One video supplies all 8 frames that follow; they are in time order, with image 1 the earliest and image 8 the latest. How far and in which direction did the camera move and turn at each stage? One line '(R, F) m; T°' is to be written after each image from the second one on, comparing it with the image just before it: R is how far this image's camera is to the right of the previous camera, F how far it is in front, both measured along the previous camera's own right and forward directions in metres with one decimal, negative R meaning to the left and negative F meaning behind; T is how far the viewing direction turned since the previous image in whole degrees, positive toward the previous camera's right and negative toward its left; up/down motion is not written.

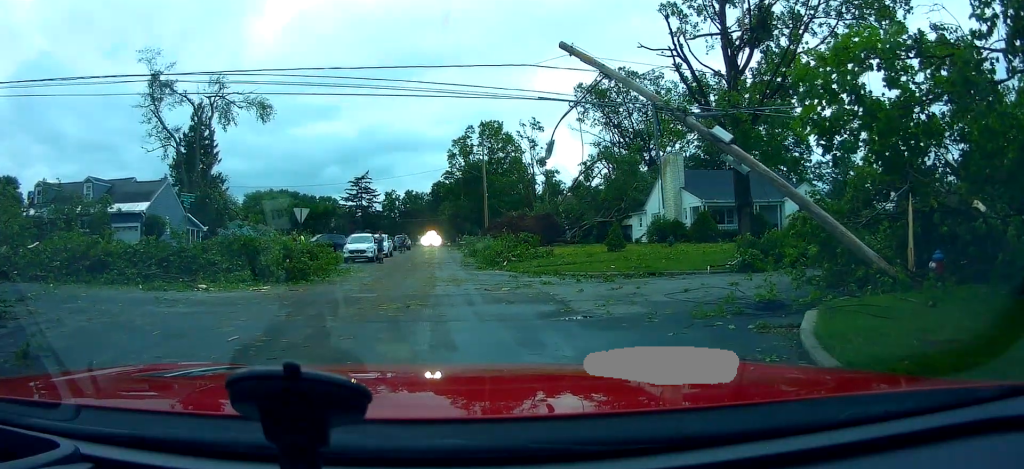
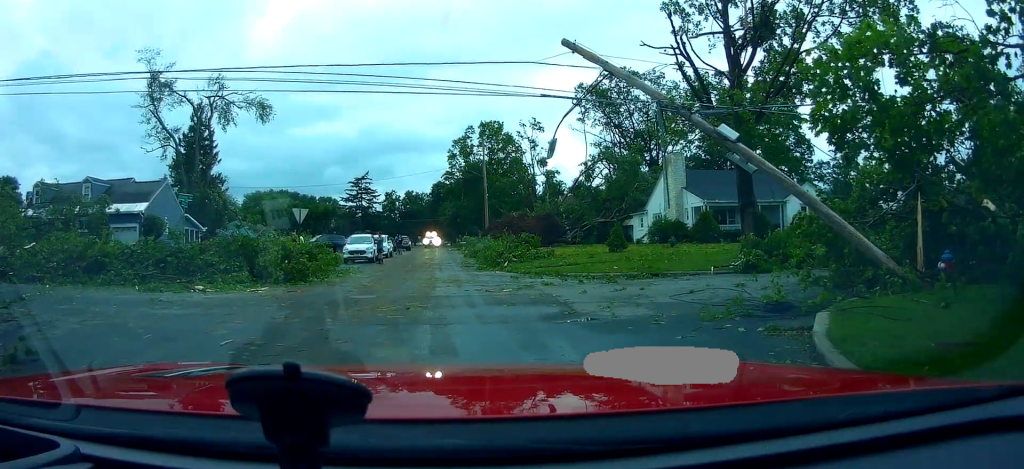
(+0.1, +0.3) m; 0°
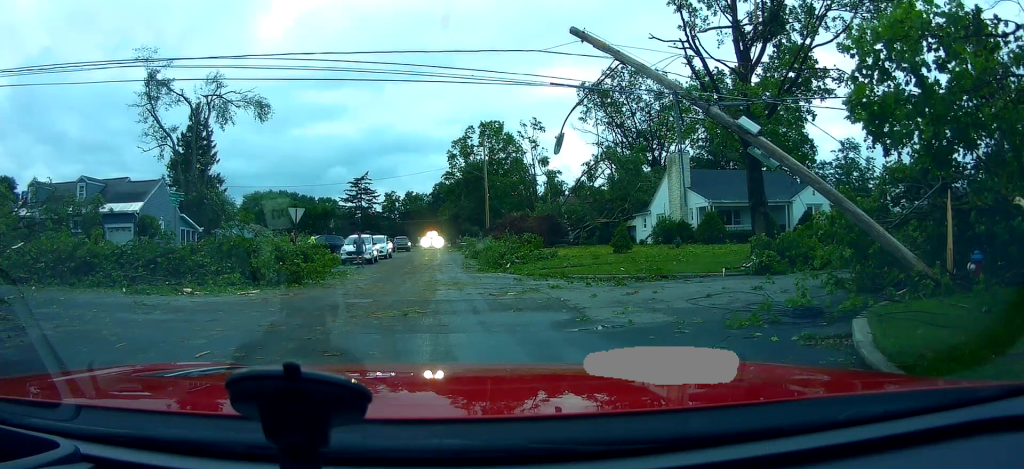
(+0.4, +1.3) m; 0°
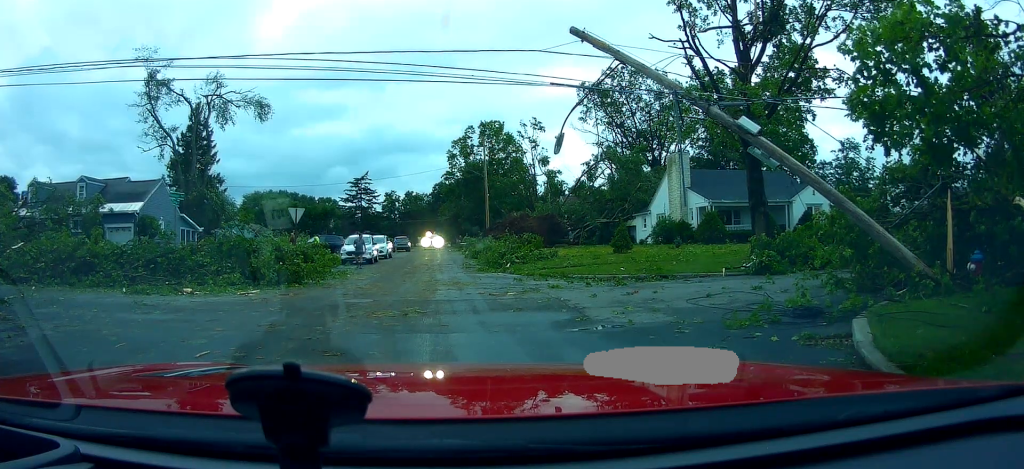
(0.0, 0.0) m; 0°
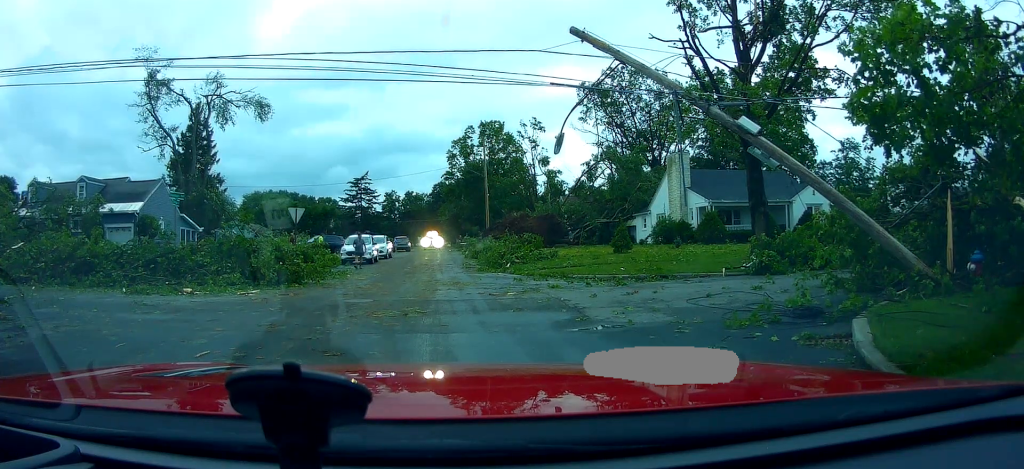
(0.0, 0.0) m; 0°
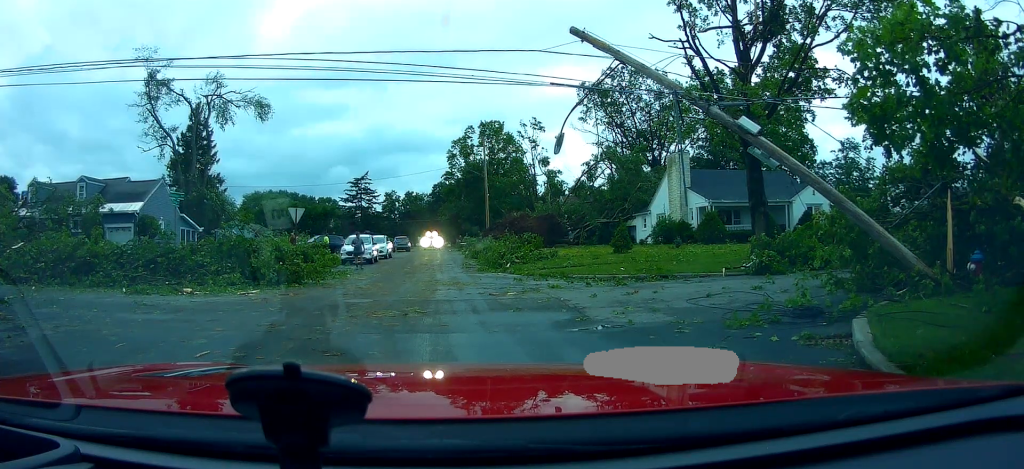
(0.0, 0.0) m; 0°
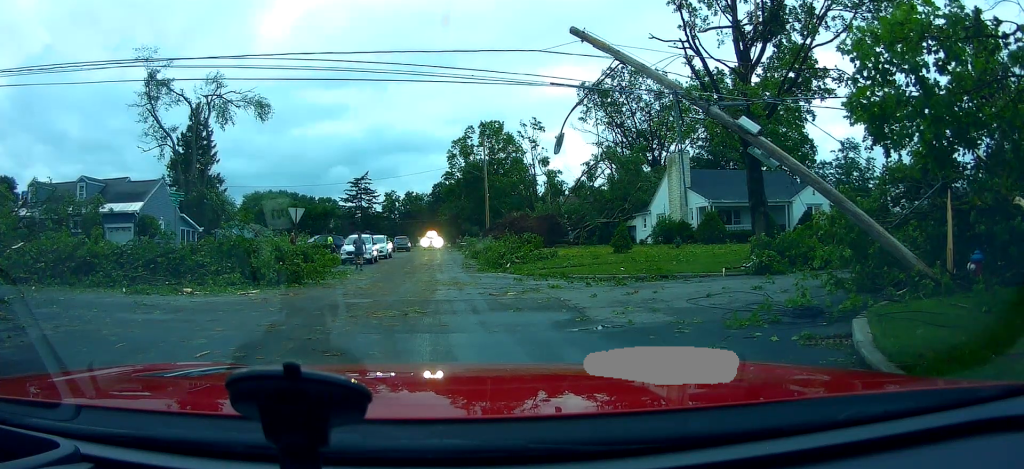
(0.0, 0.0) m; 0°
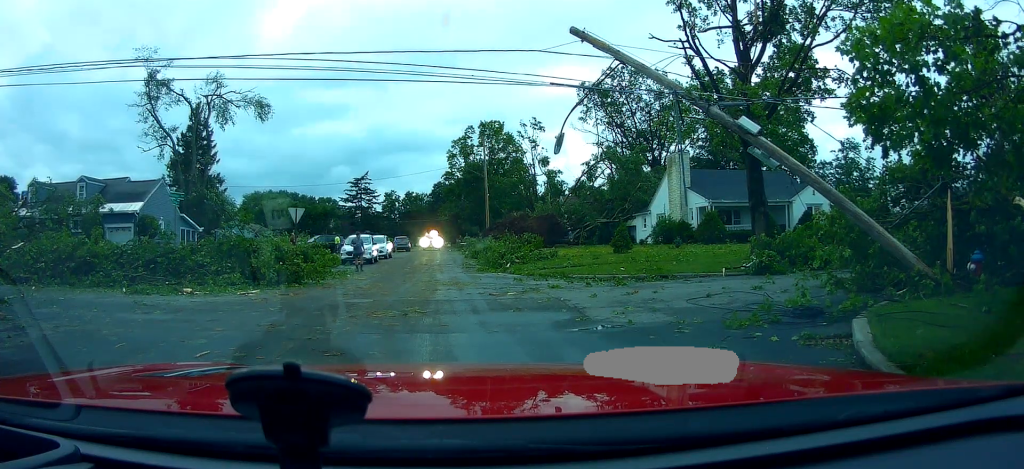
(0.0, 0.0) m; 0°
